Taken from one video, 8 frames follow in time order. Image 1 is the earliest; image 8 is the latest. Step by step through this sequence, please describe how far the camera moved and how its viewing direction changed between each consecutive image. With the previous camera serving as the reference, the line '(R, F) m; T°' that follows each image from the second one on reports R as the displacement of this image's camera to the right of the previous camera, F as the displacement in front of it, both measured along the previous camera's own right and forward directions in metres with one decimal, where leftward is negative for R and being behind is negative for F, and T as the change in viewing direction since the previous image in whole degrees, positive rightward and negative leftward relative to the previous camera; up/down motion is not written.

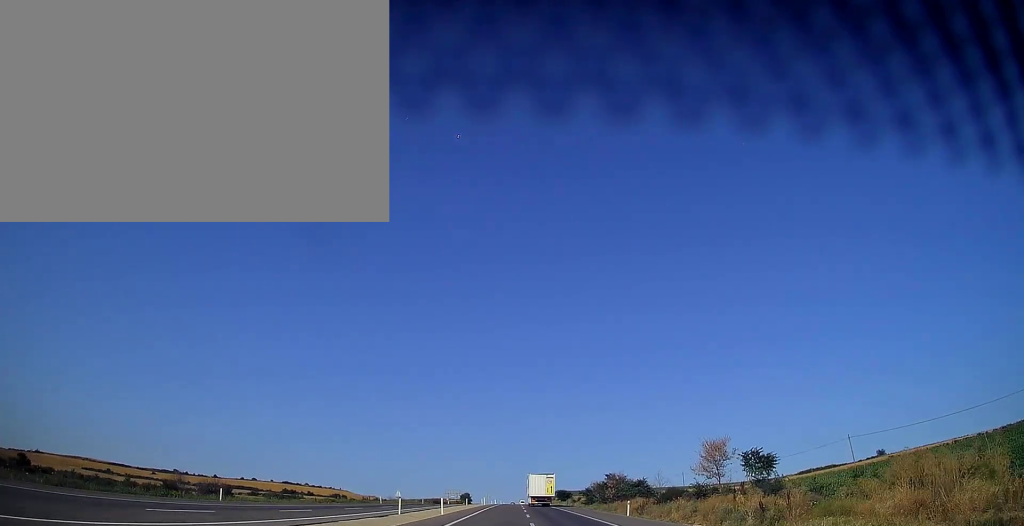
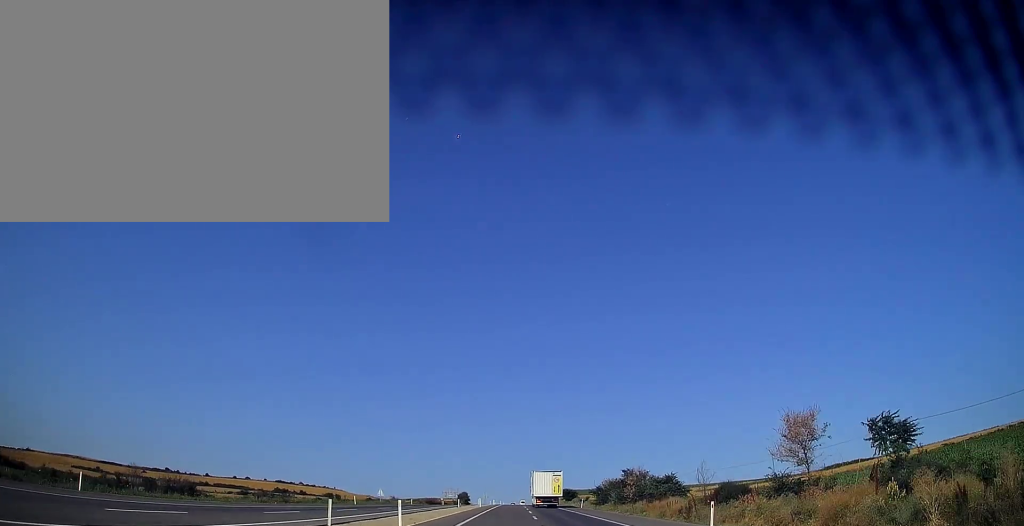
(-0.1, +15.6) m; 0°
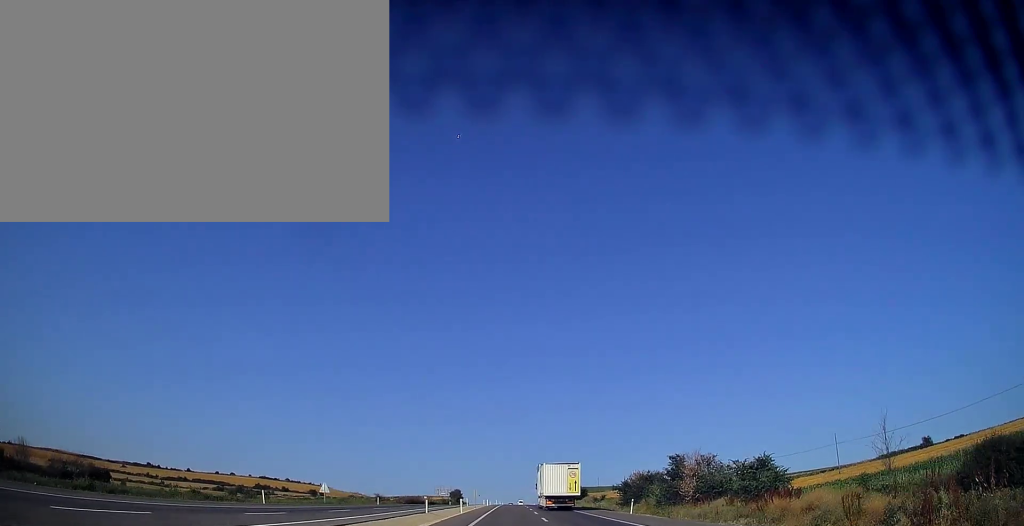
(+0.2, +28.3) m; 0°
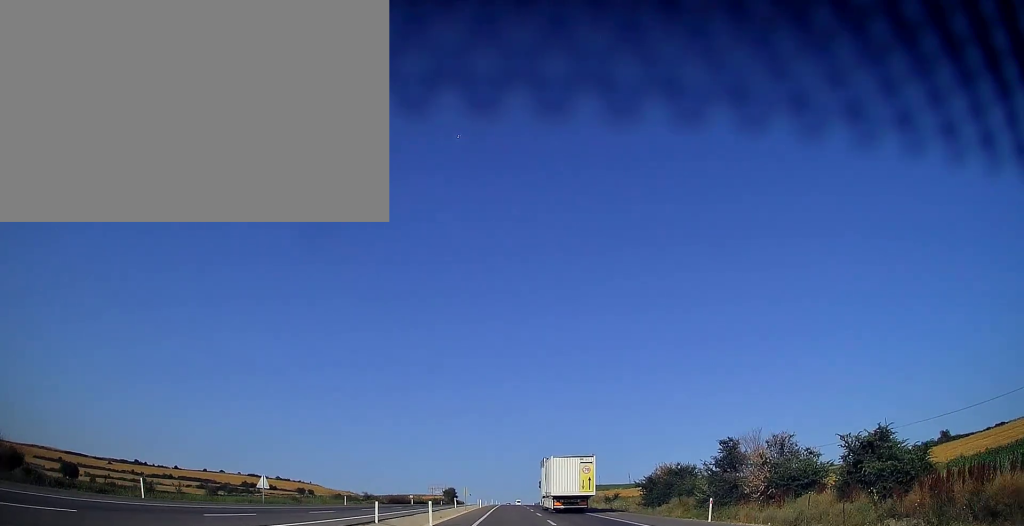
(0.0, +16.6) m; 0°
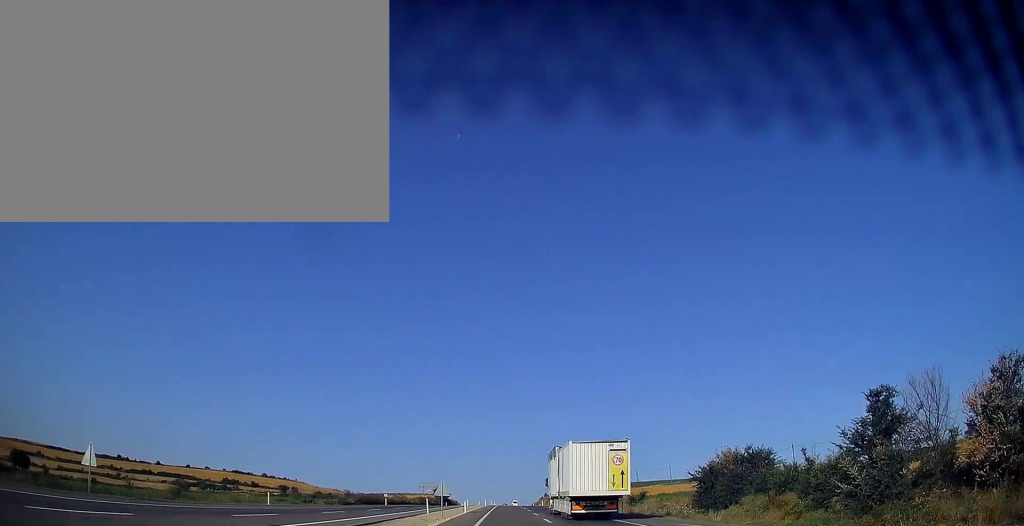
(0.0, +21.5) m; 0°
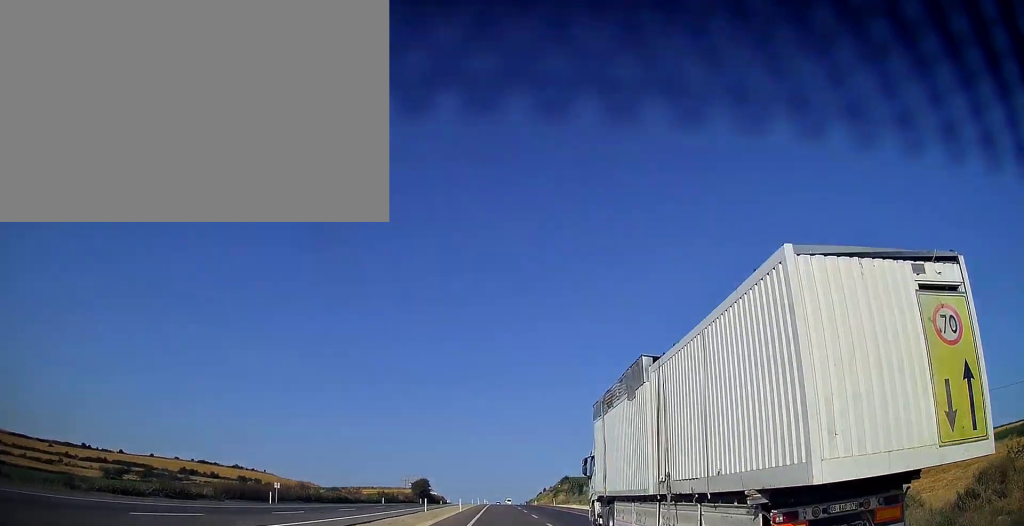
(+0.4, +45.0) m; +1°
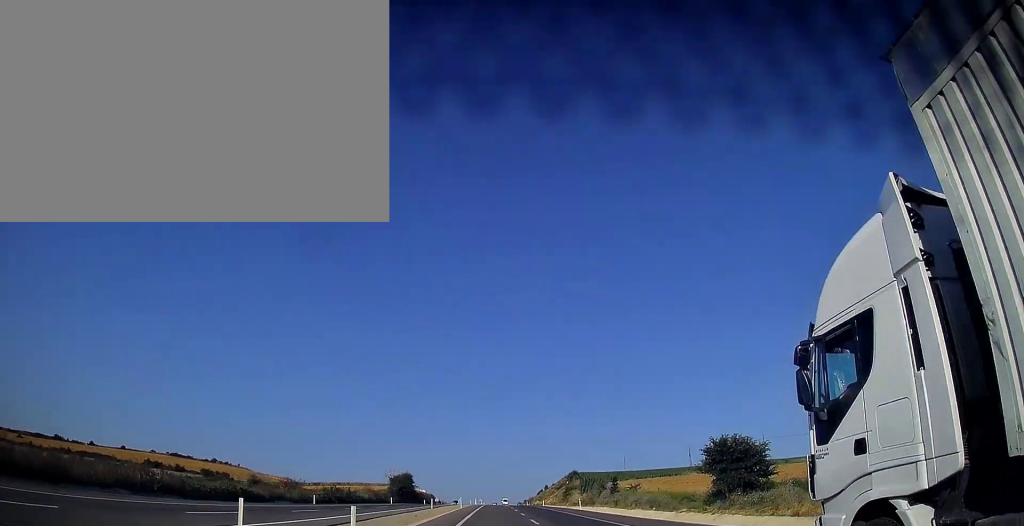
(0.0, +34.5) m; 0°
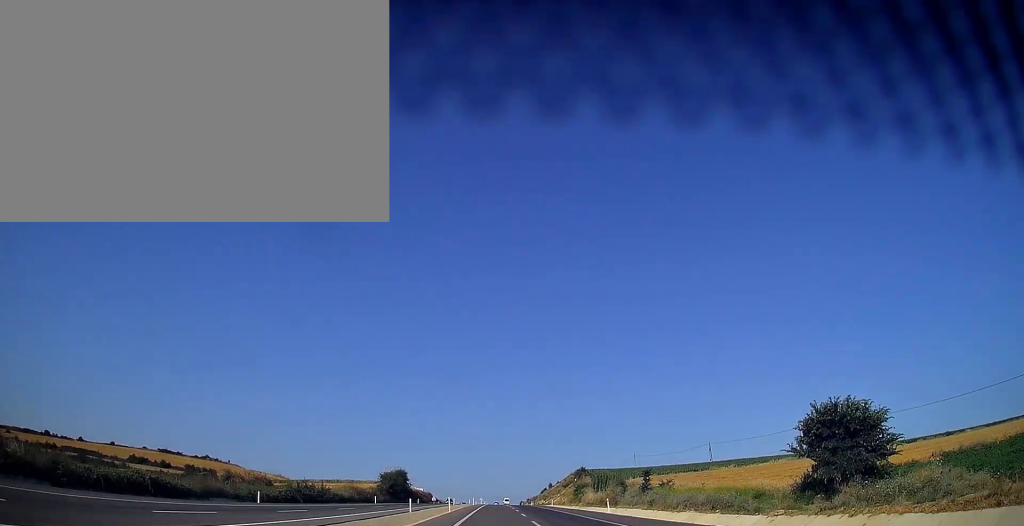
(0.0, +13.8) m; 0°
